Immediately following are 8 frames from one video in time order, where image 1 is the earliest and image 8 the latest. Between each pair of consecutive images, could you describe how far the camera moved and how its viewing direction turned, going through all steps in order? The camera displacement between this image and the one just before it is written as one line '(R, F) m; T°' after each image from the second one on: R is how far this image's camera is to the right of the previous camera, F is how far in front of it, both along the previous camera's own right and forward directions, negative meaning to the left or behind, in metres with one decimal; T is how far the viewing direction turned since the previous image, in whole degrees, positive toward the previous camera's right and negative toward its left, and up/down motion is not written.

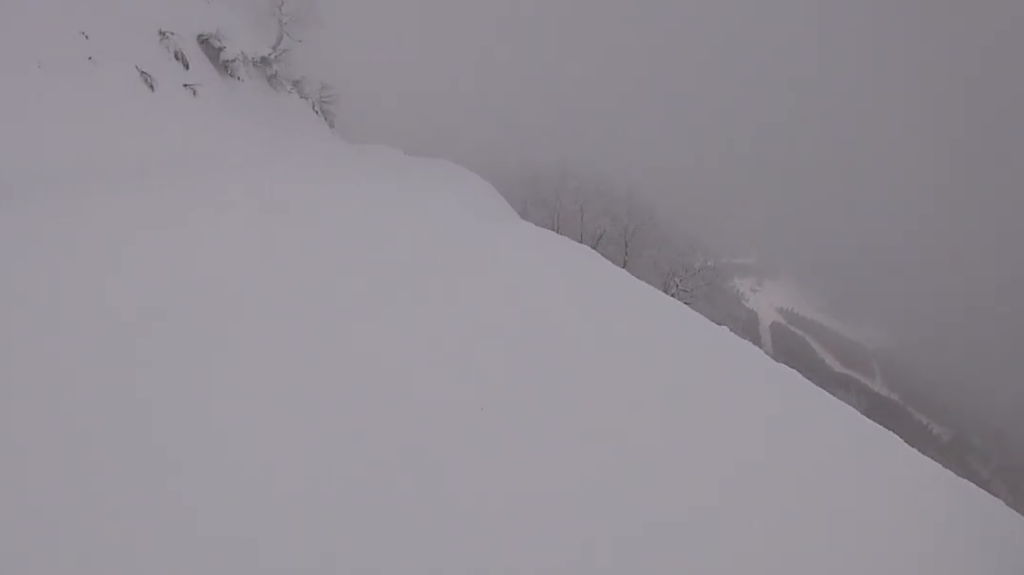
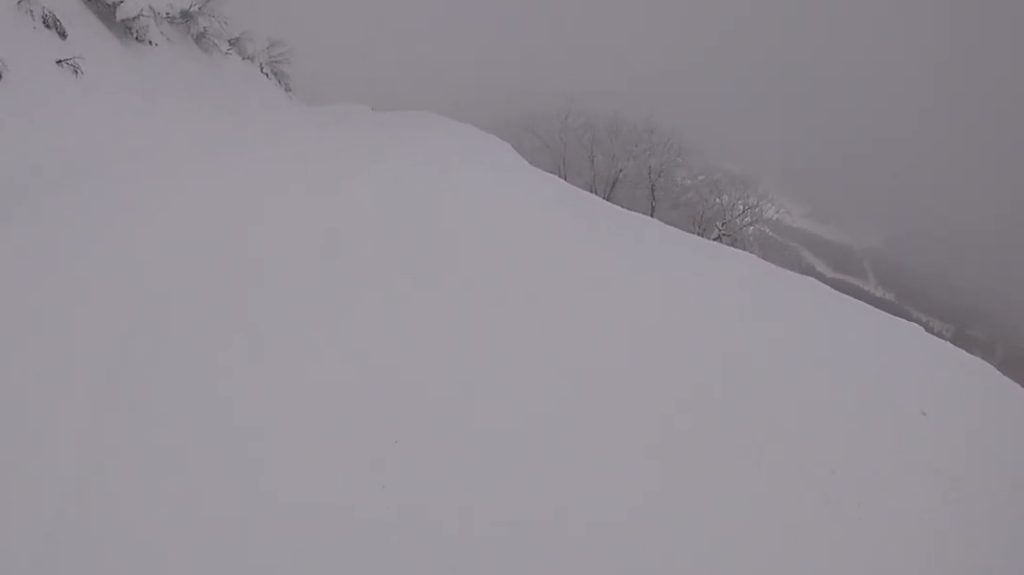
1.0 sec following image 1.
(+0.5, +8.9) m; +6°
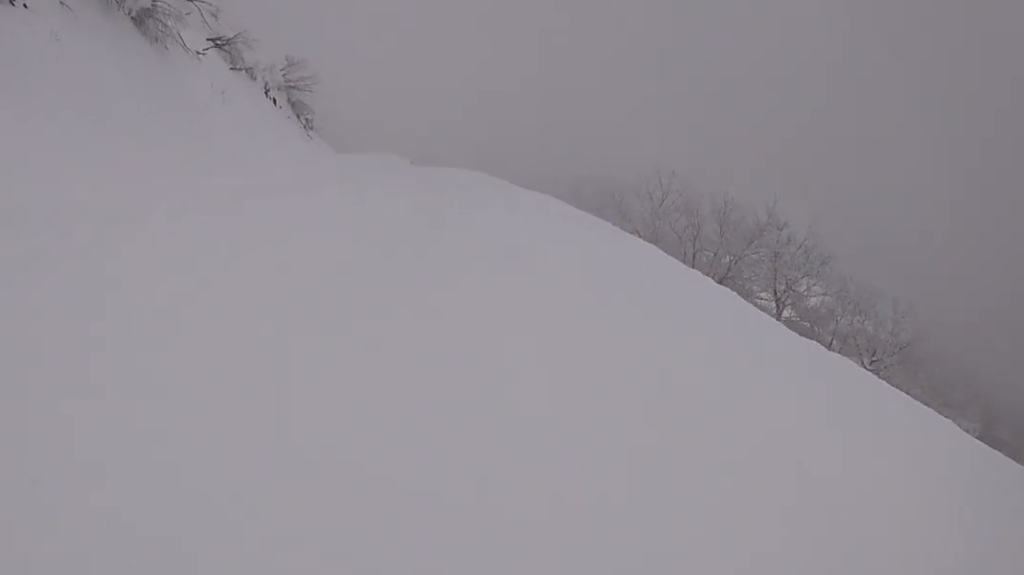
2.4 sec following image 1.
(+0.8, +13.1) m; +5°
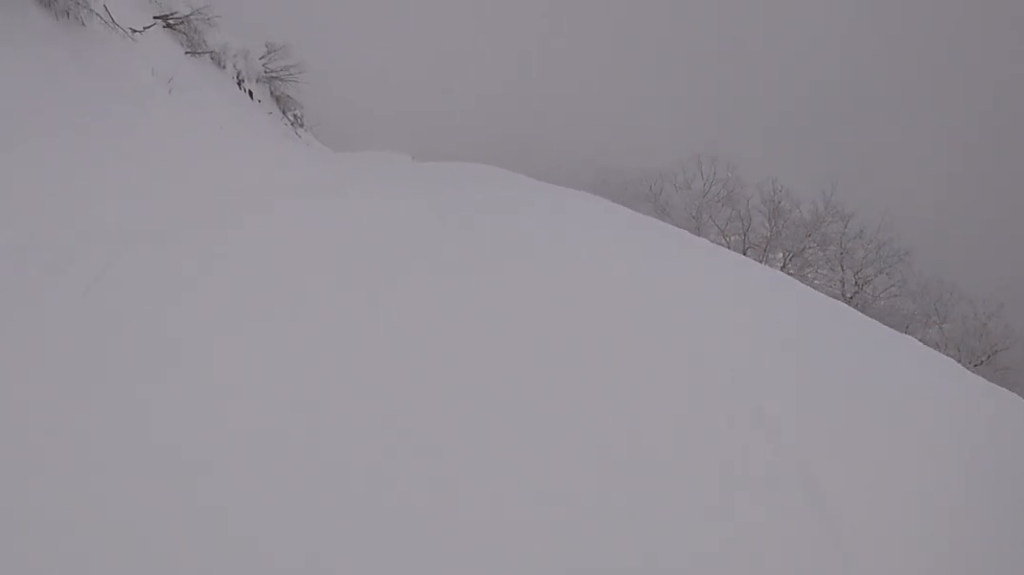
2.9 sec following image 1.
(0.0, +5.3) m; +5°
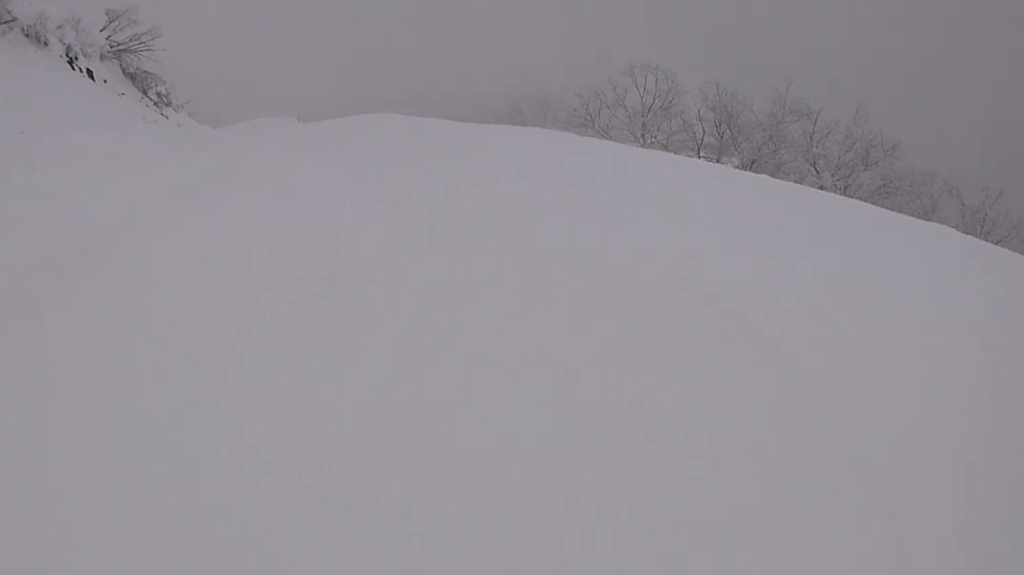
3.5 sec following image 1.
(+0.1, +5.3) m; +3°
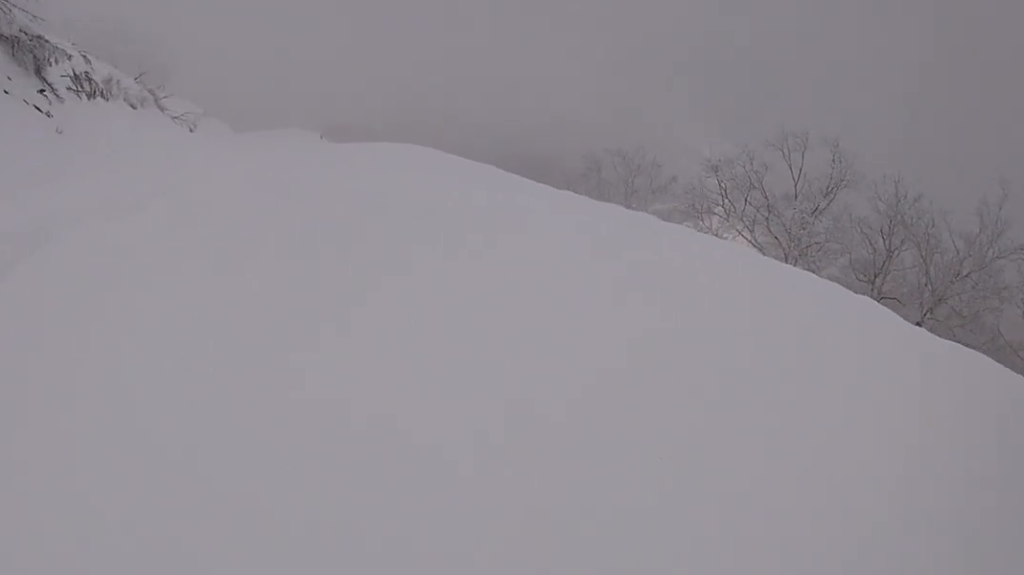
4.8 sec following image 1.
(+0.3, +12.1) m; -9°
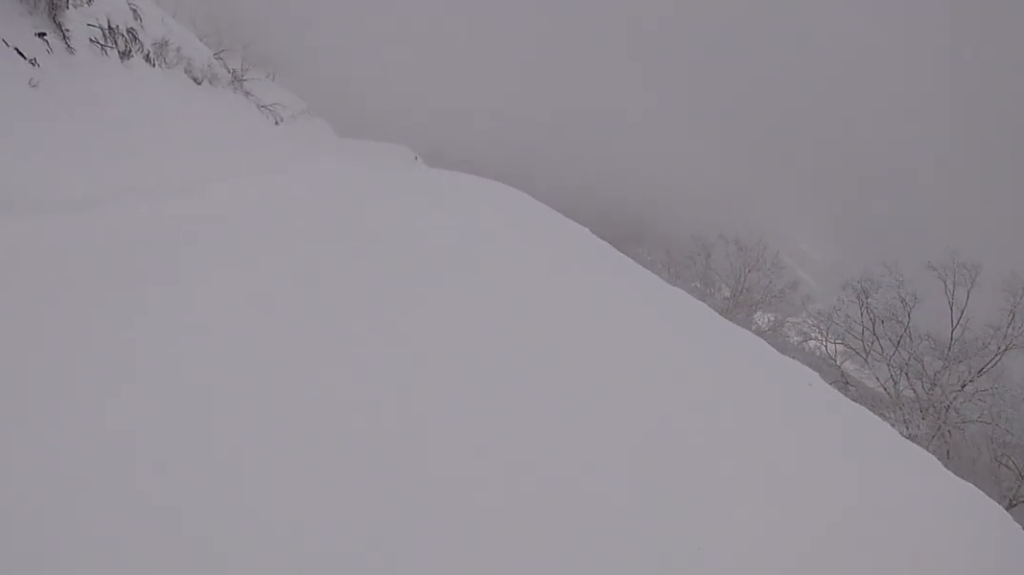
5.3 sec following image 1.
(-0.1, +4.8) m; -8°
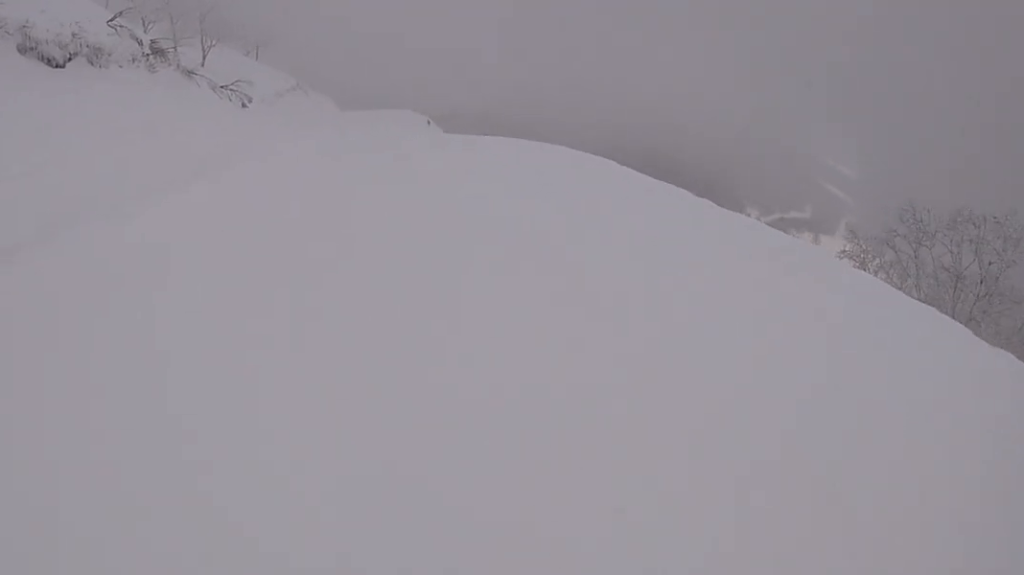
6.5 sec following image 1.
(-0.9, +12.1) m; 0°
